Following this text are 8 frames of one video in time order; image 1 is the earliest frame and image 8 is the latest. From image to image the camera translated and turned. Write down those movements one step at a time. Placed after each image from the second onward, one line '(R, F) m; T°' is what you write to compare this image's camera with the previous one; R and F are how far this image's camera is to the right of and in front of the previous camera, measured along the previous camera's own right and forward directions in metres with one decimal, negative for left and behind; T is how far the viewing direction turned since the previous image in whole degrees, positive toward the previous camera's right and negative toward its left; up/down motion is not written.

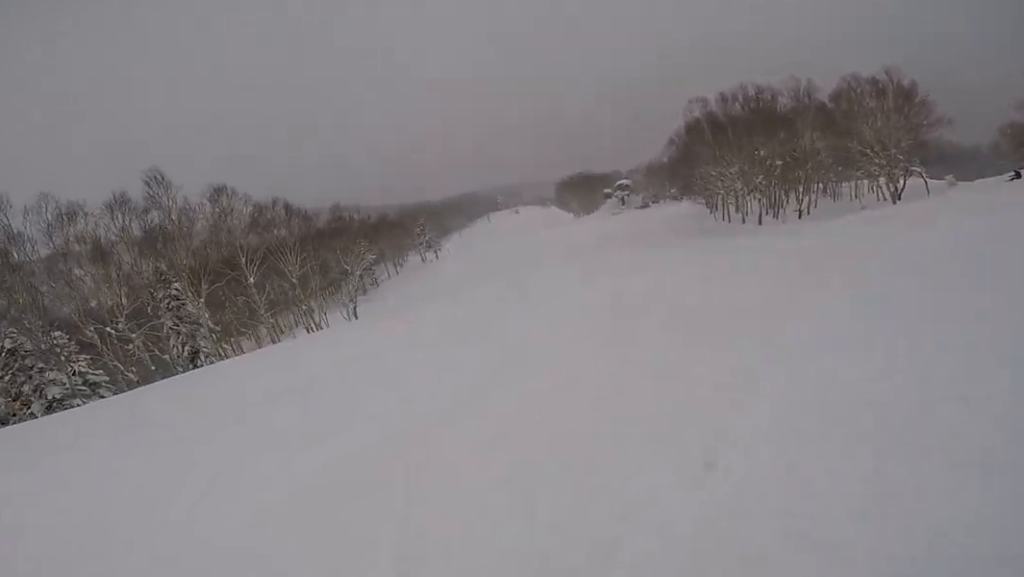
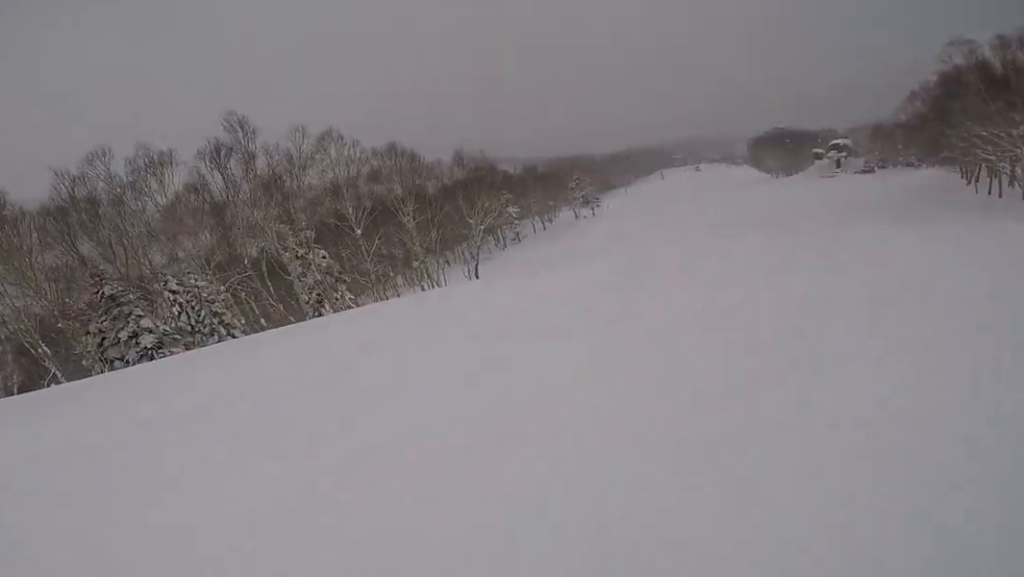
(-1.3, +4.7) m; -11°
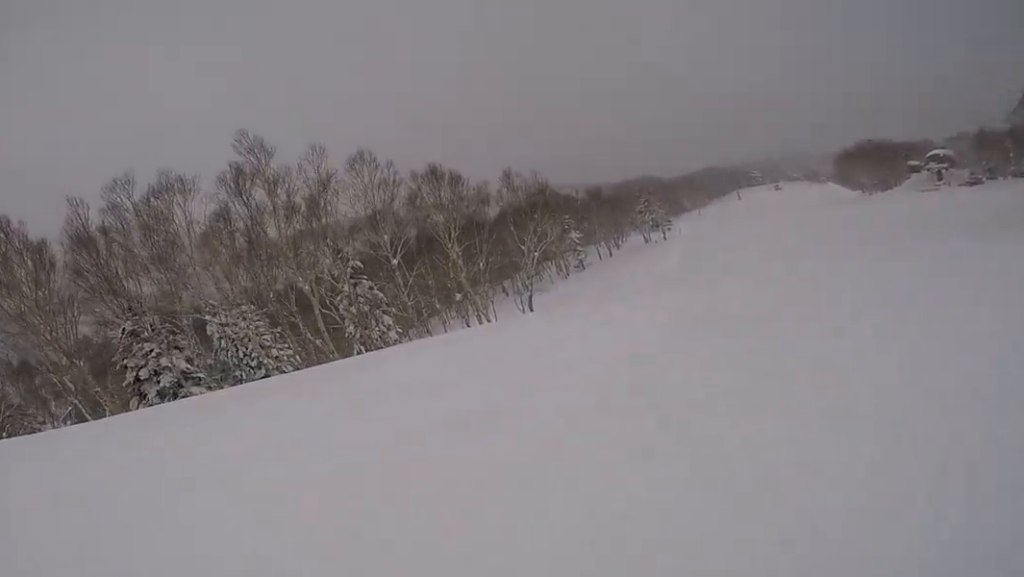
(-0.8, +3.2) m; -4°
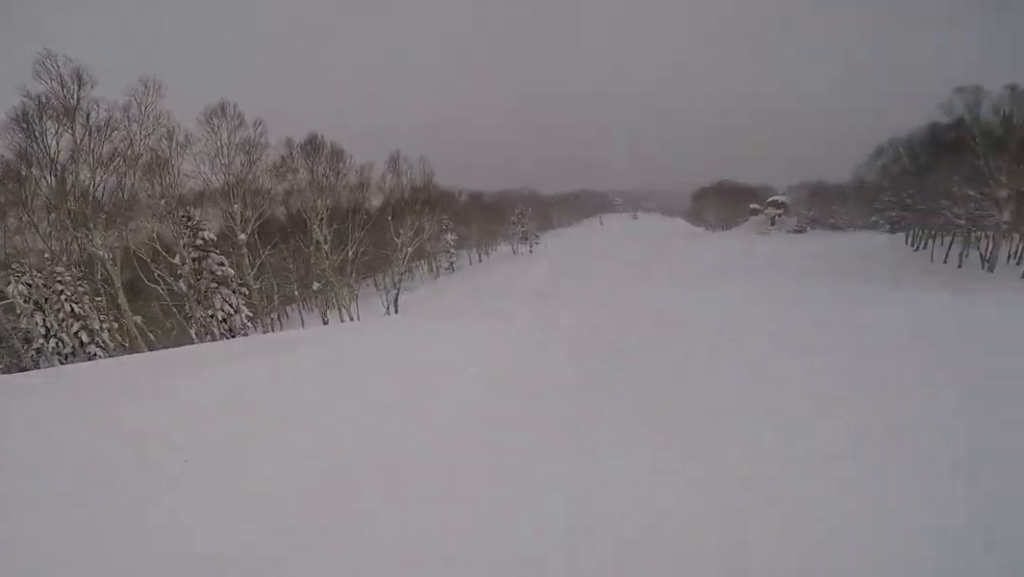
(+0.7, +3.6) m; +11°
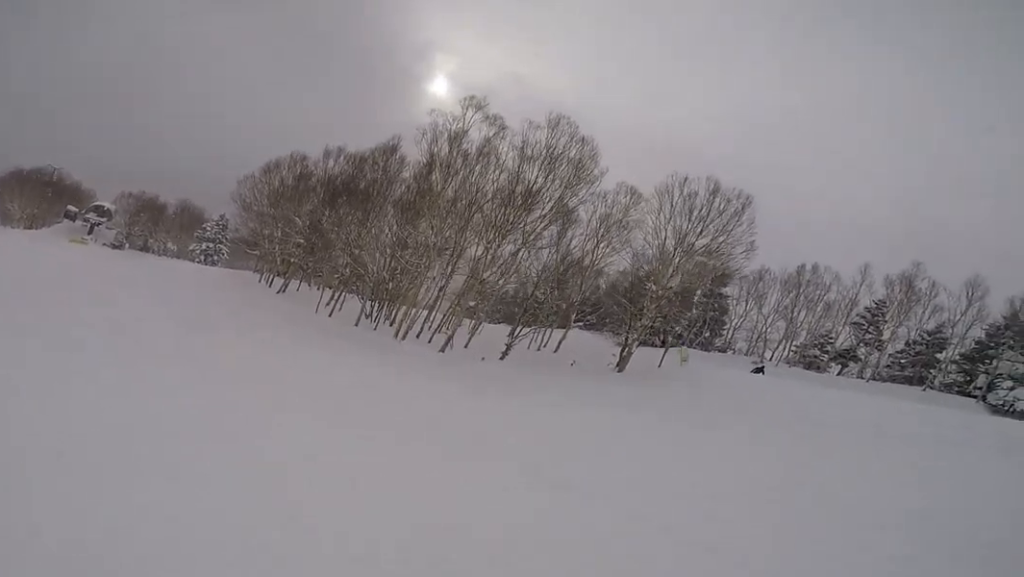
(+9.6, +17.4) m; +38°
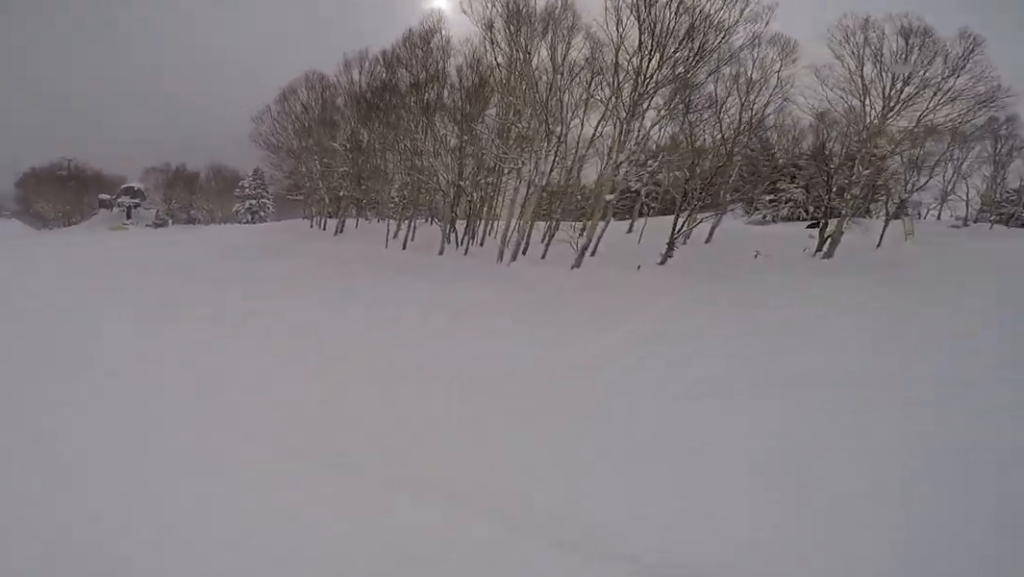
(-0.4, +6.2) m; -12°
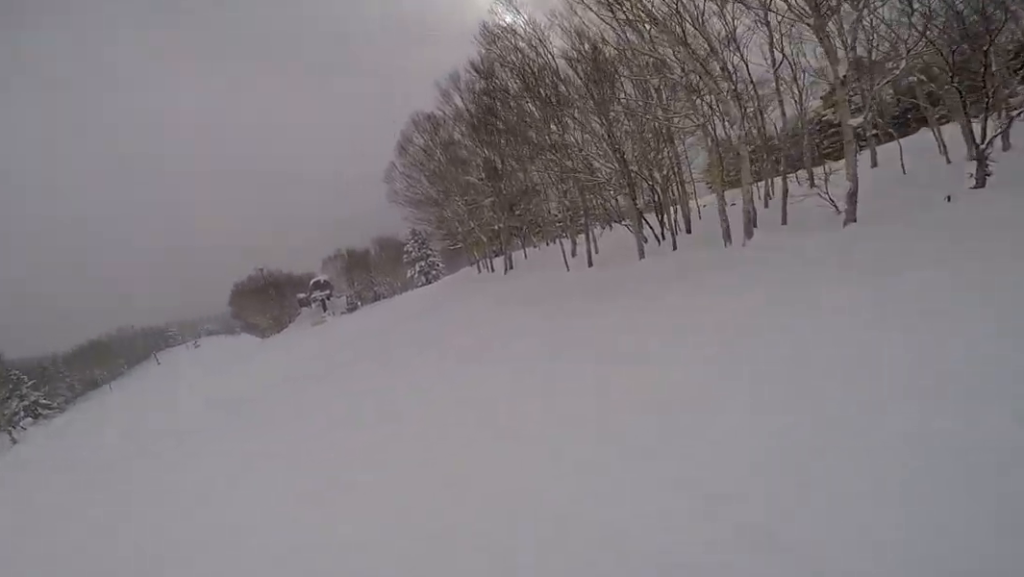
(+0.3, +3.0) m; -8°
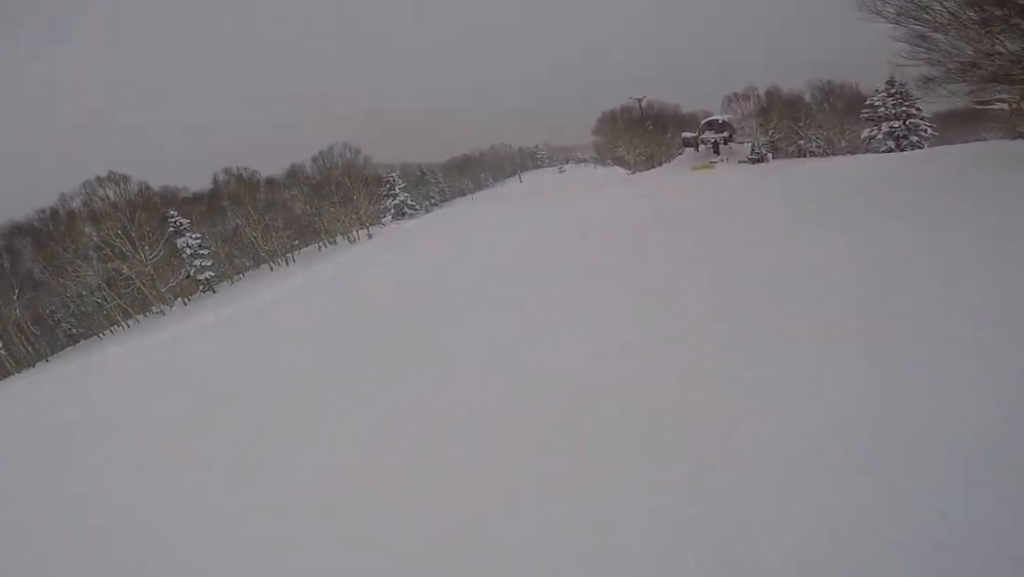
(-1.9, +6.7) m; -23°
